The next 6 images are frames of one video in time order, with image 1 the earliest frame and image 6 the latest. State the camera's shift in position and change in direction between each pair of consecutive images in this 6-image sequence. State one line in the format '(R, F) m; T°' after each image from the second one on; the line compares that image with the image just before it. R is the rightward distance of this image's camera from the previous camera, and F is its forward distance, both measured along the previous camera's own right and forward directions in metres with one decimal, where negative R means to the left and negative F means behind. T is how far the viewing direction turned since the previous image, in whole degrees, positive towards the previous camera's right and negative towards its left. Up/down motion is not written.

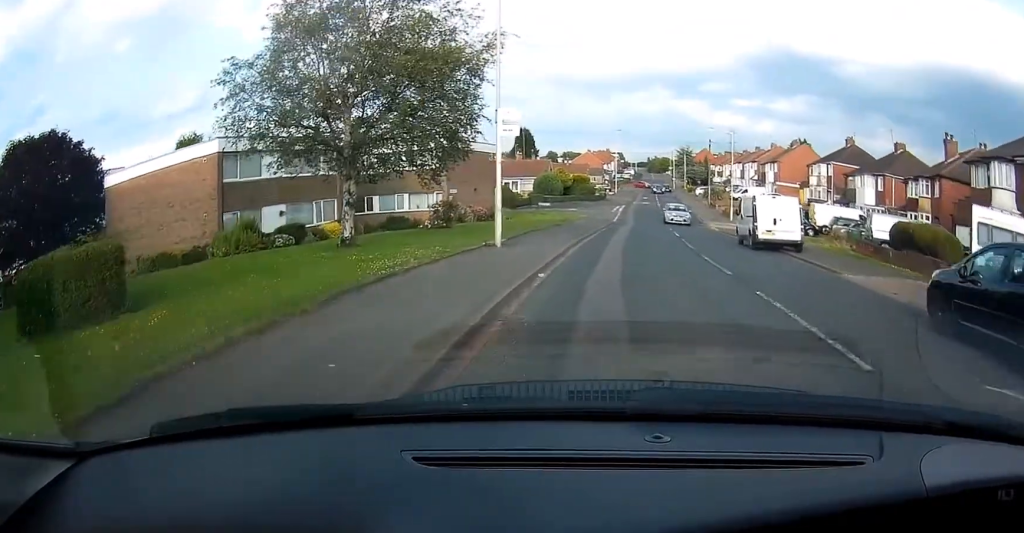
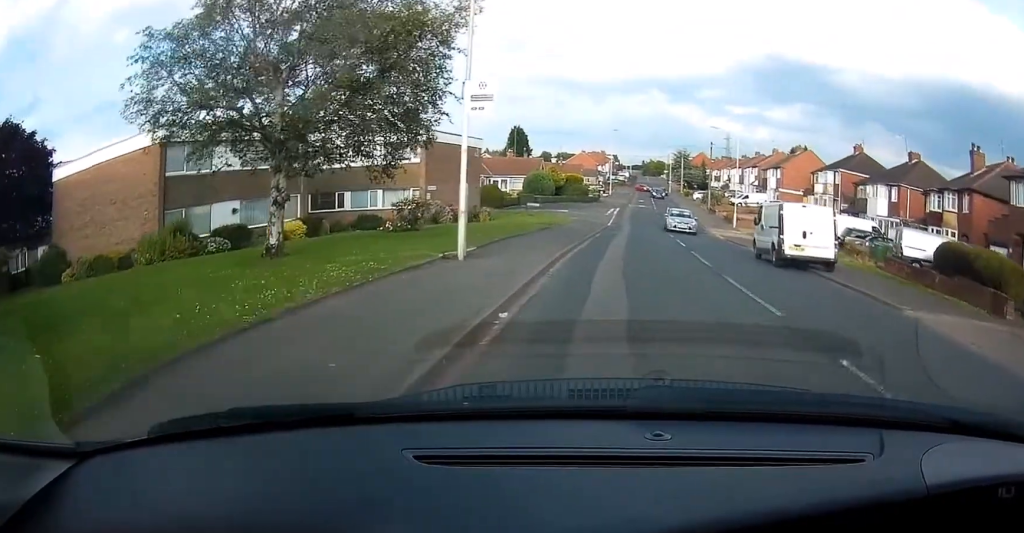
(0.0, +4.2) m; 0°
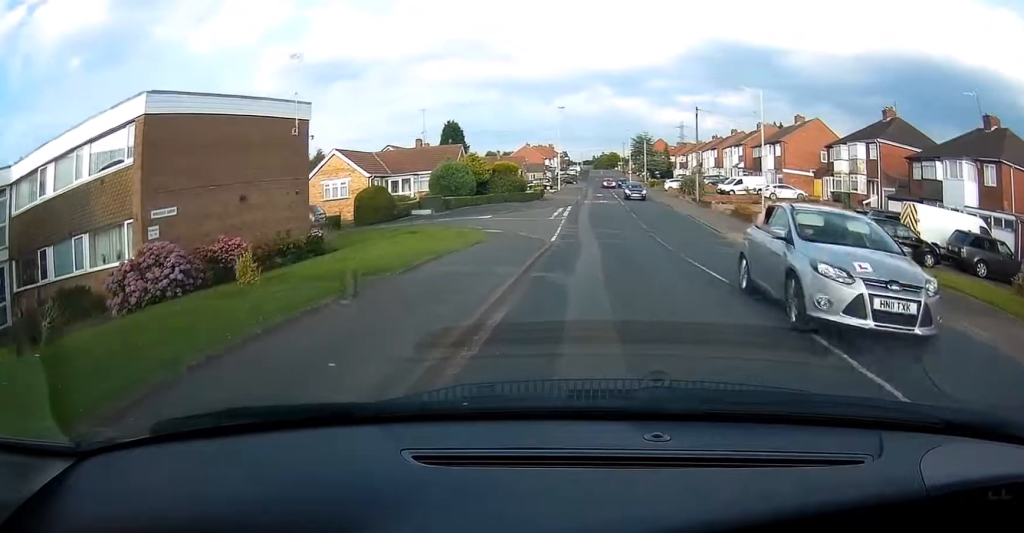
(+0.6, +19.2) m; +6°
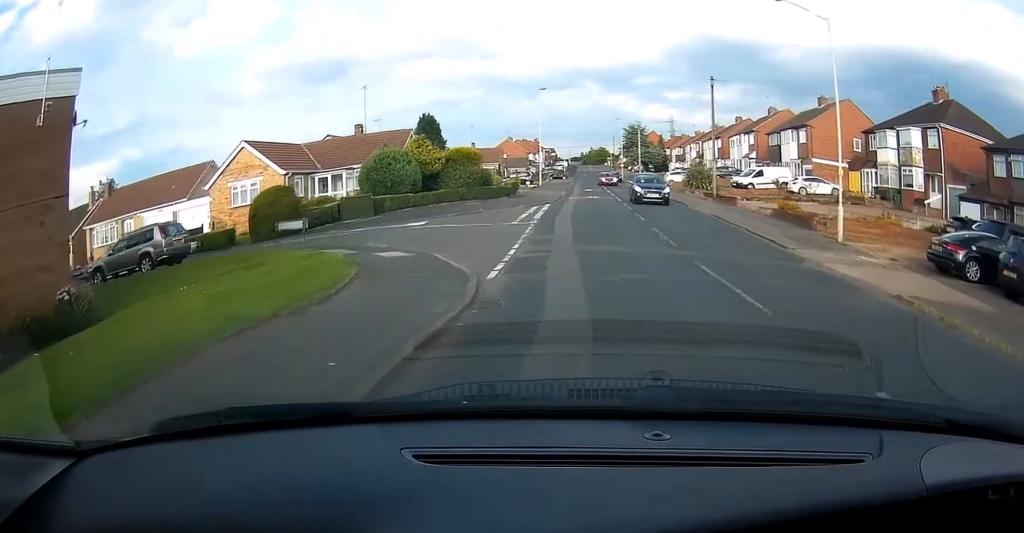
(+0.2, +10.8) m; -1°
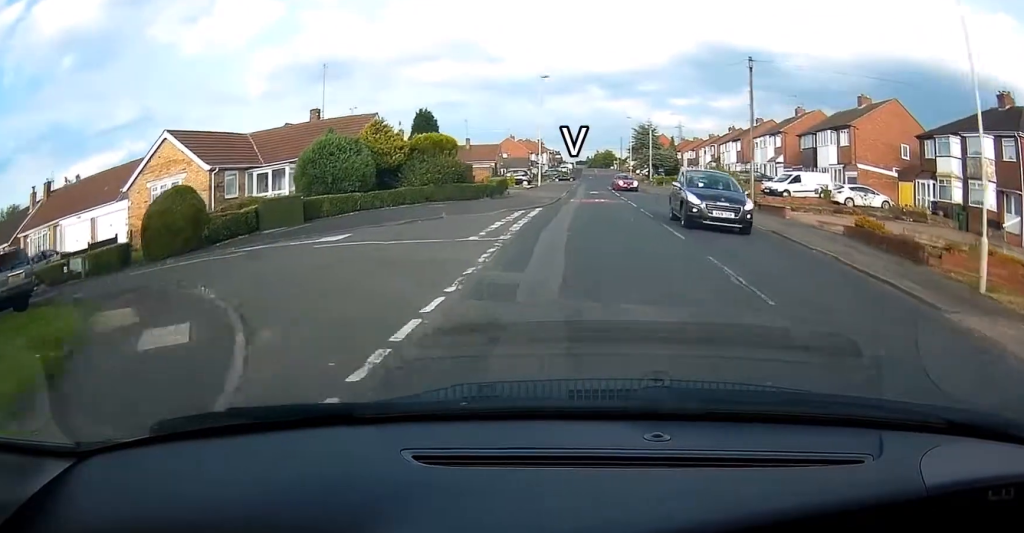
(-0.3, +7.6) m; -1°
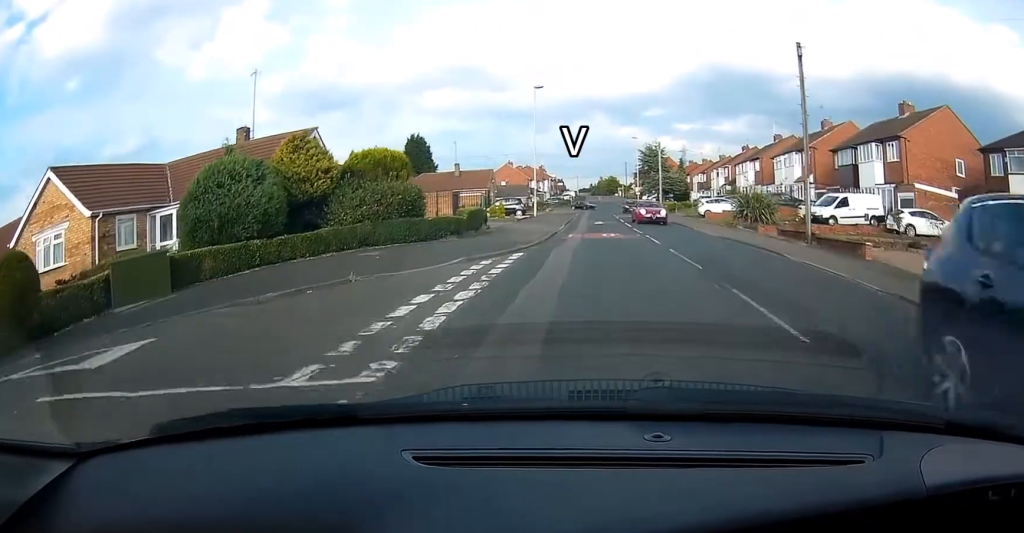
(-0.1, +7.6) m; +1°
